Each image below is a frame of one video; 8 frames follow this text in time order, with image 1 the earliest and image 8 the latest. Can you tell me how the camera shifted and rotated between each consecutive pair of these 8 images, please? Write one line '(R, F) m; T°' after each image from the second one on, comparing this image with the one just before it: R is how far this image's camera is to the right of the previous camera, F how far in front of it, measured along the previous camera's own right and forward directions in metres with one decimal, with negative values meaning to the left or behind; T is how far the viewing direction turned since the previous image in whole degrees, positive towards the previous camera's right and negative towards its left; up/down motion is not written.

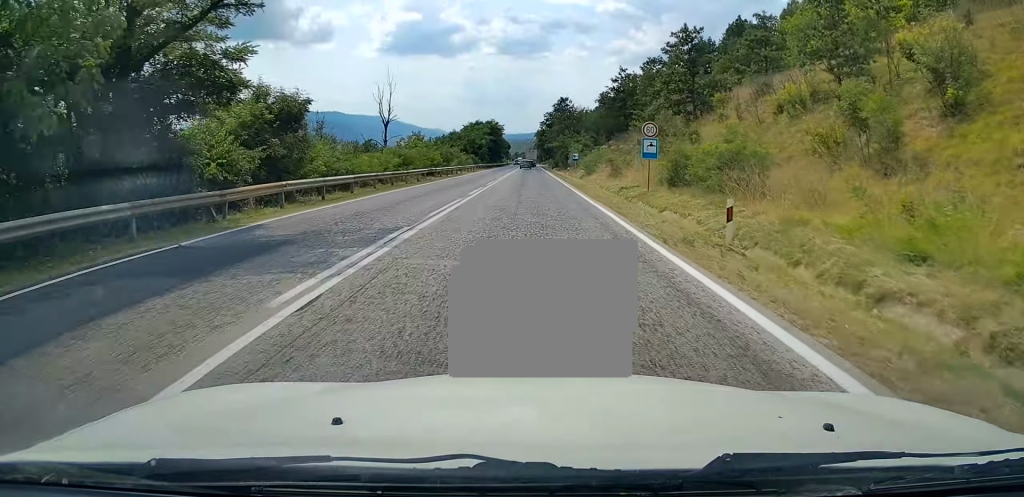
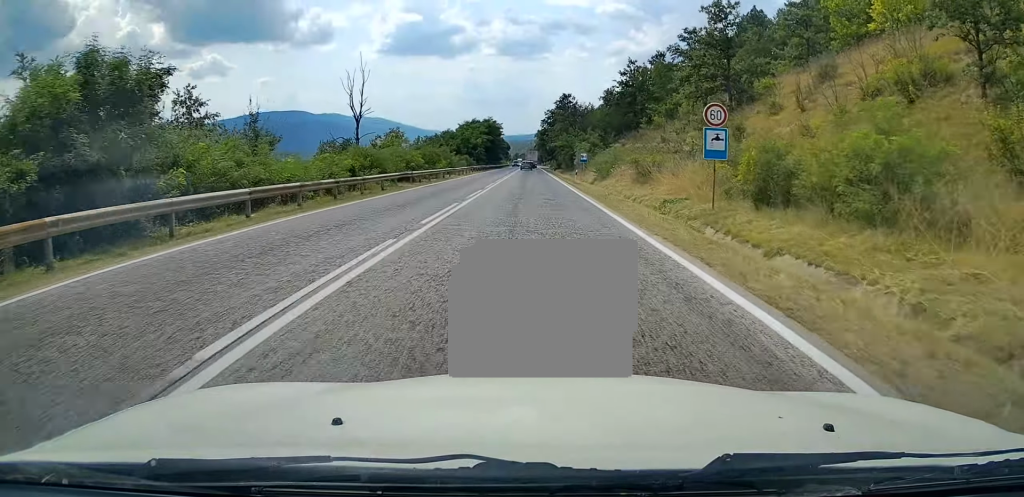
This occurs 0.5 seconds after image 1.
(0.0, +10.1) m; 0°
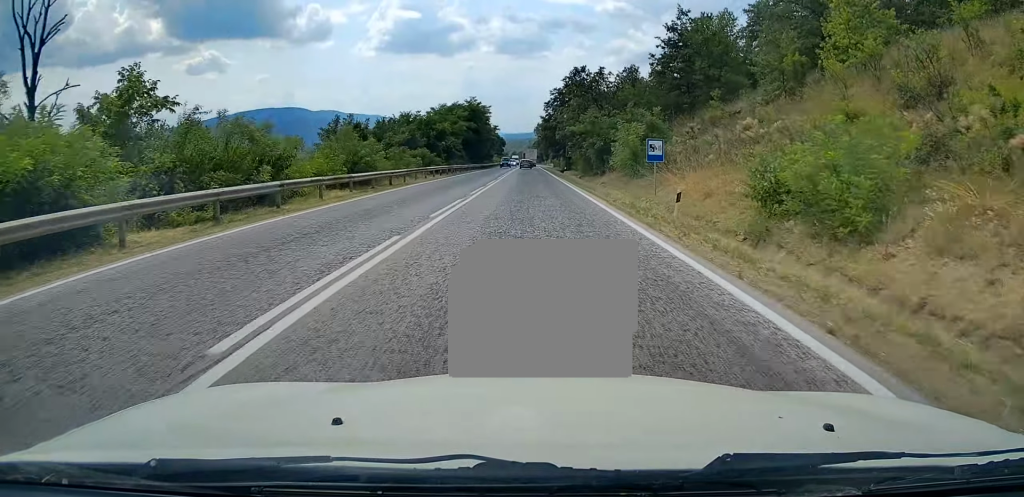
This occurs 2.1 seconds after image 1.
(0.0, +35.1) m; 0°
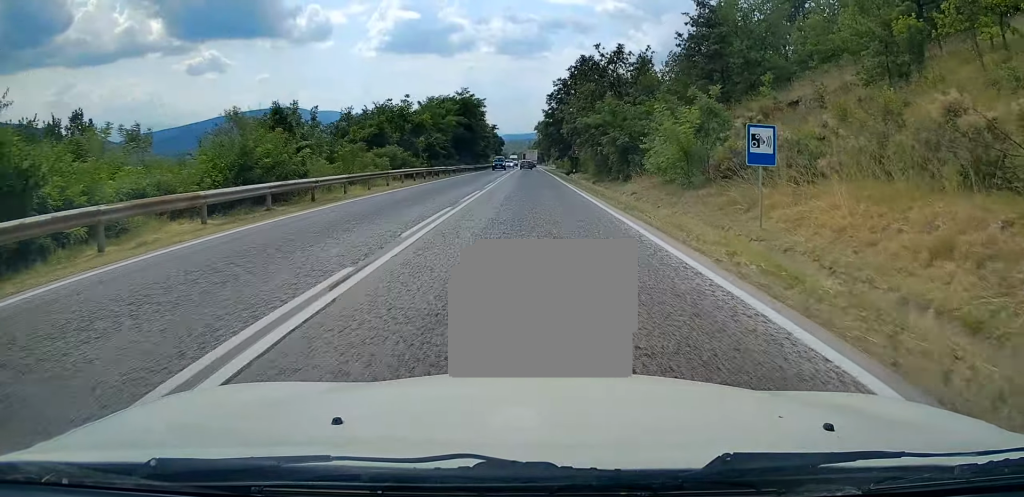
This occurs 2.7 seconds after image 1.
(0.0, +12.1) m; 0°
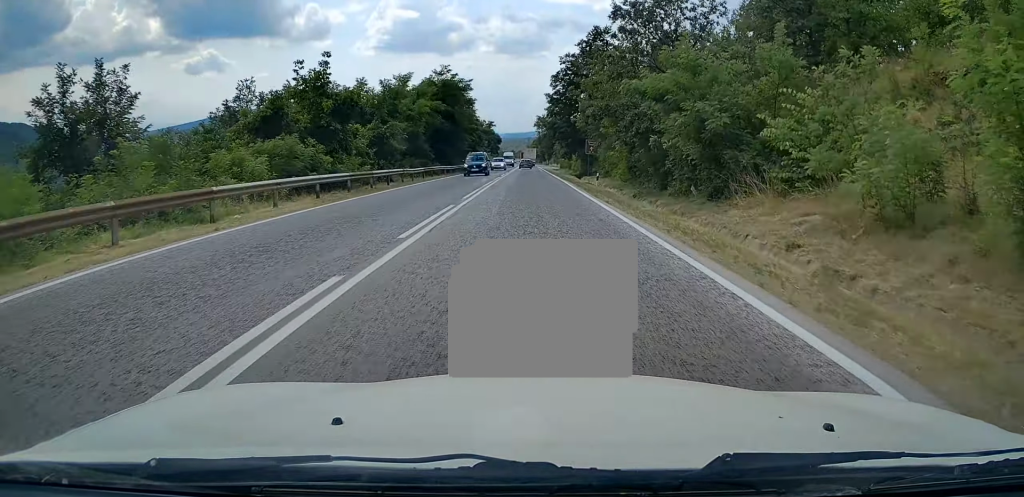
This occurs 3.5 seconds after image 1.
(0.0, +18.4) m; 0°
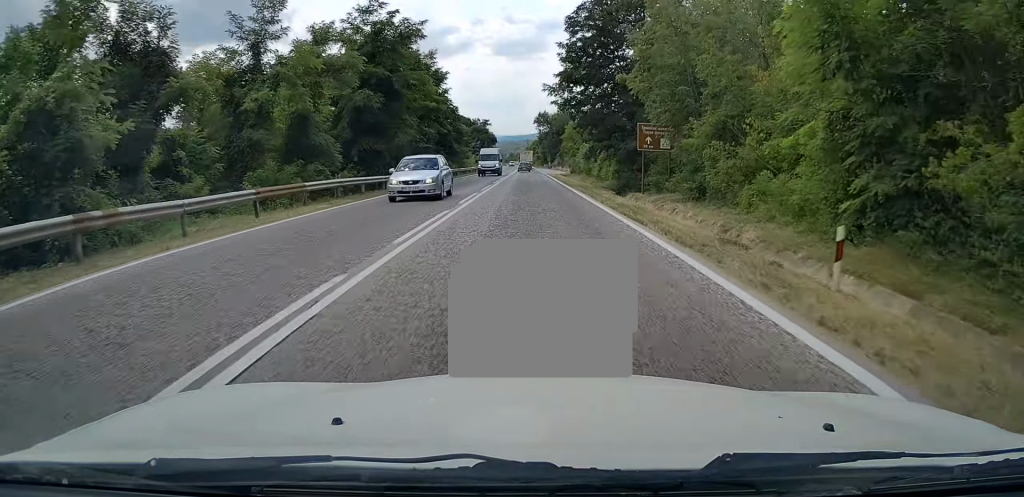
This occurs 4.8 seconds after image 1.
(0.0, +27.6) m; 0°
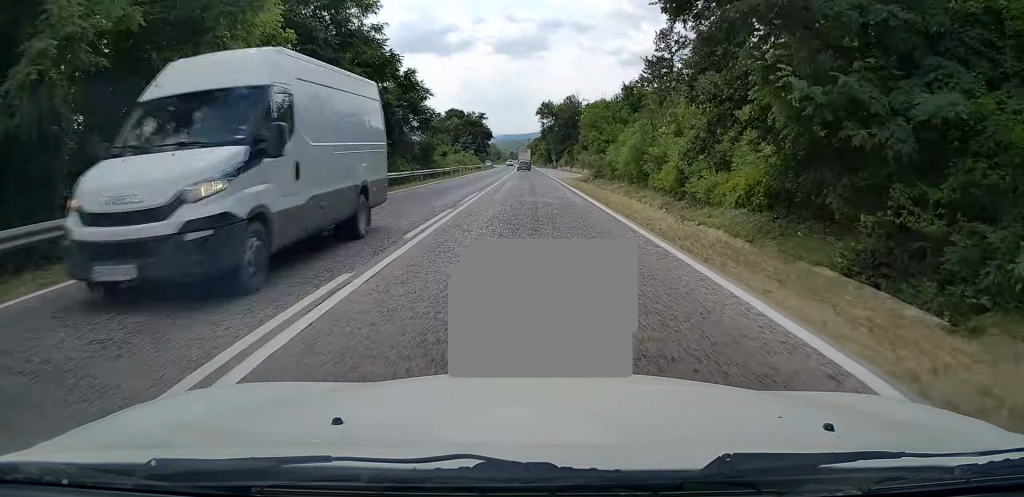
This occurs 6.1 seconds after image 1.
(0.0, +26.7) m; 0°
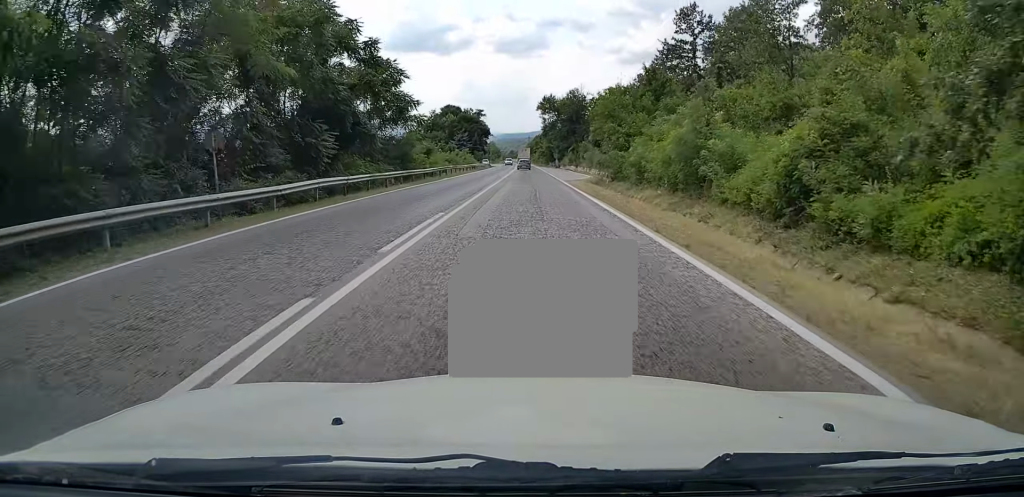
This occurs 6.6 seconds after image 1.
(0.0, +10.5) m; -1°
